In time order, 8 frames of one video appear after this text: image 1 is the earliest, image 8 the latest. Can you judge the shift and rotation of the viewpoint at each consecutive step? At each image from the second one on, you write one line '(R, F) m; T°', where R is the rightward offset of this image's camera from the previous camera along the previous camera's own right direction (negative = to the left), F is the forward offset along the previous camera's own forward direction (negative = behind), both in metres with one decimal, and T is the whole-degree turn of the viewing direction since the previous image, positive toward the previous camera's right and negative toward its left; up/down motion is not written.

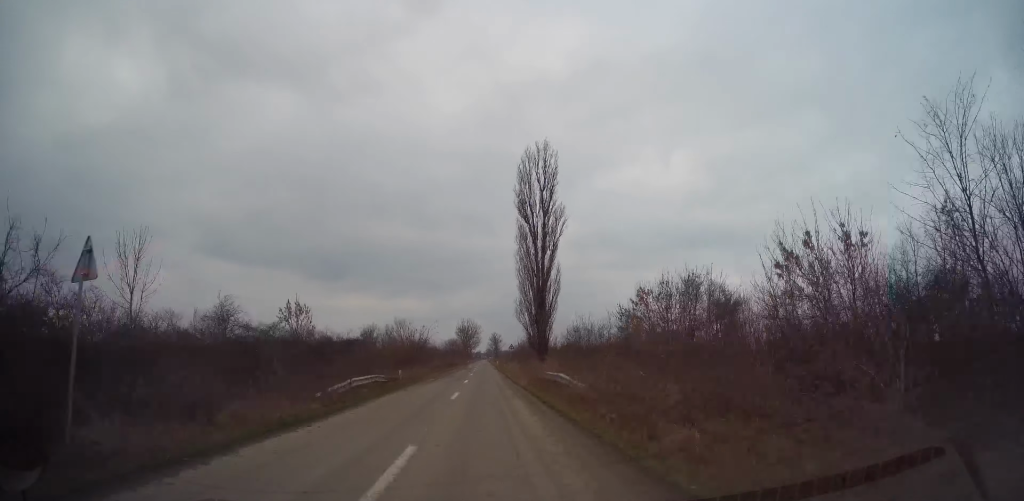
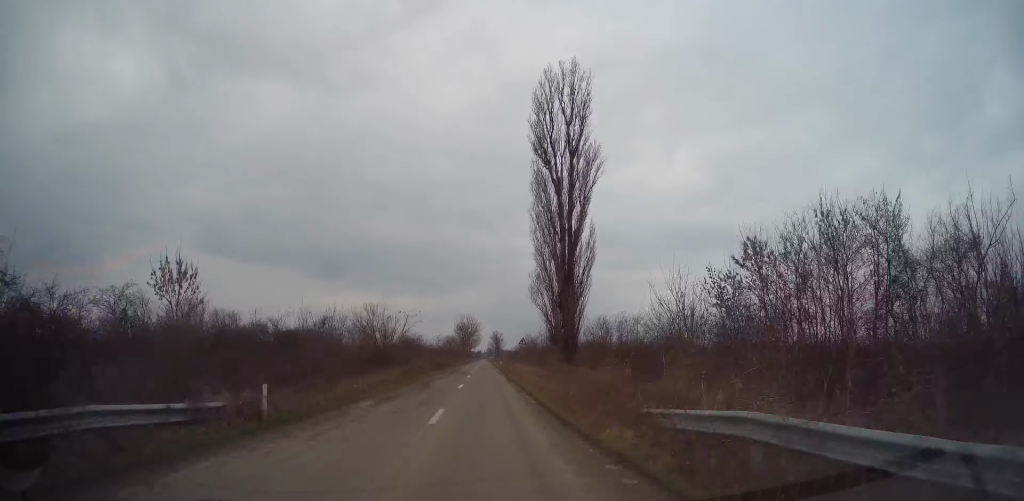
(0.0, +17.9) m; +1°
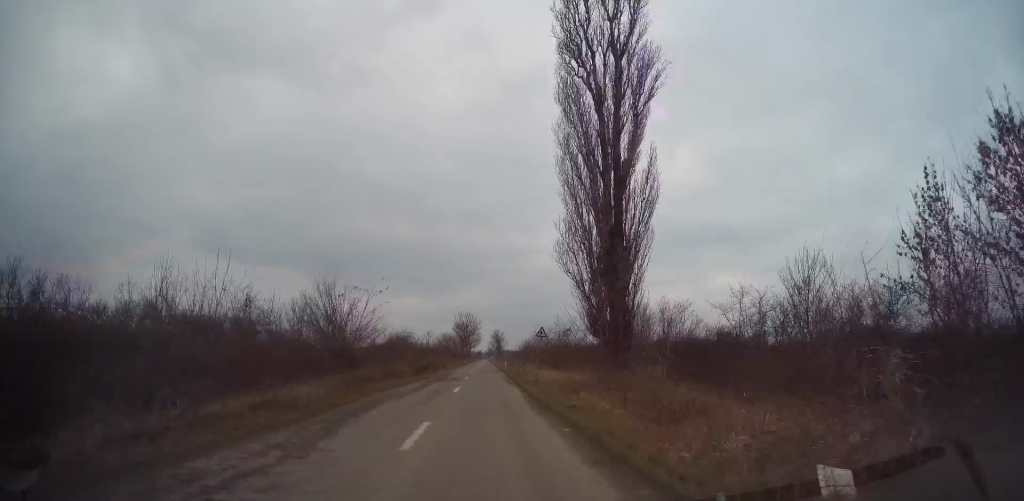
(+0.4, +14.9) m; 0°
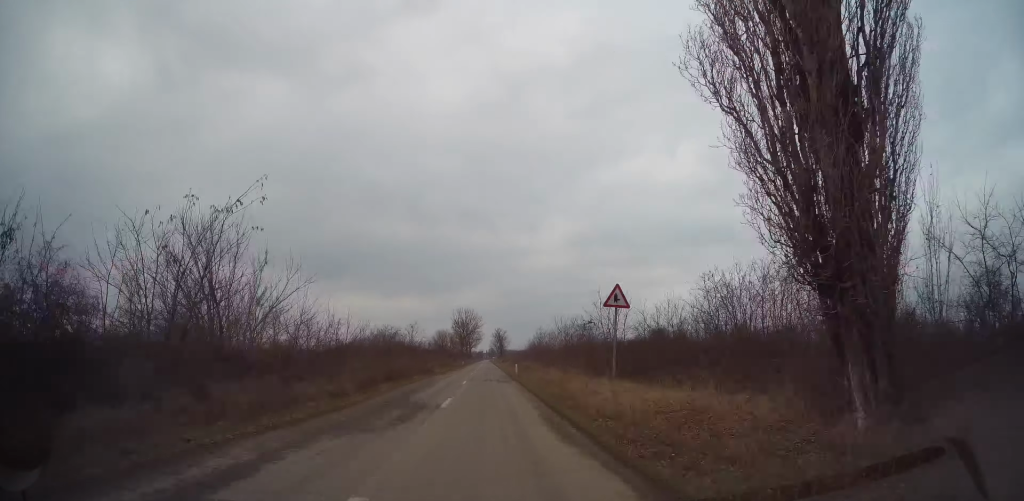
(-0.2, +17.3) m; 0°
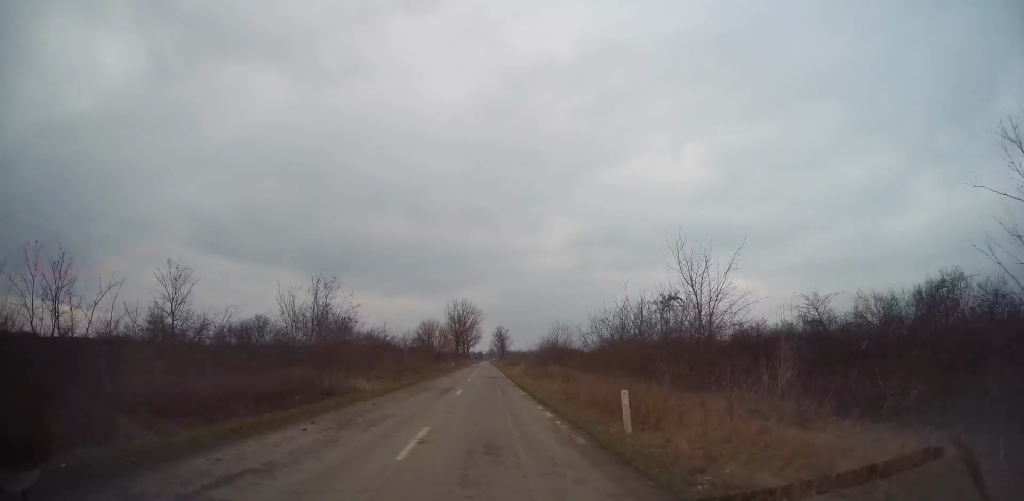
(-0.1, +30.6) m; -1°
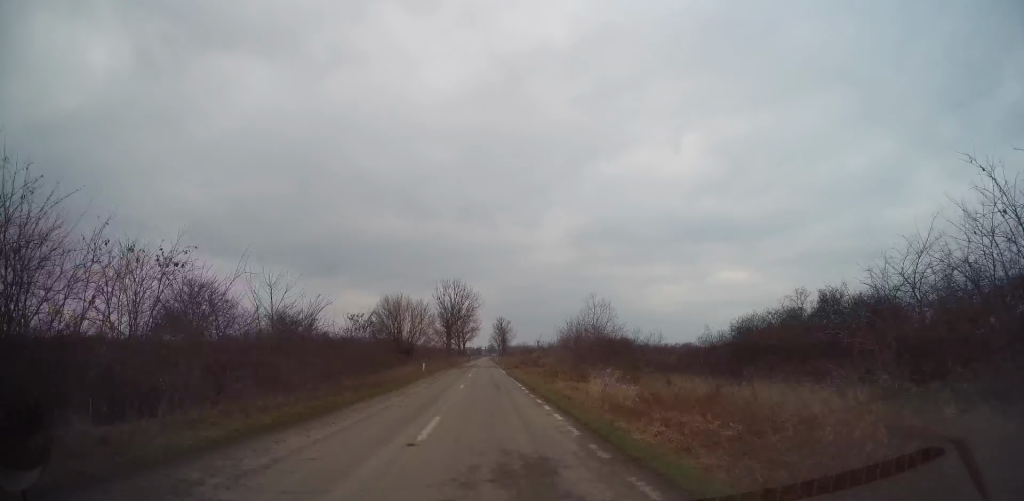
(-0.5, +33.7) m; 0°
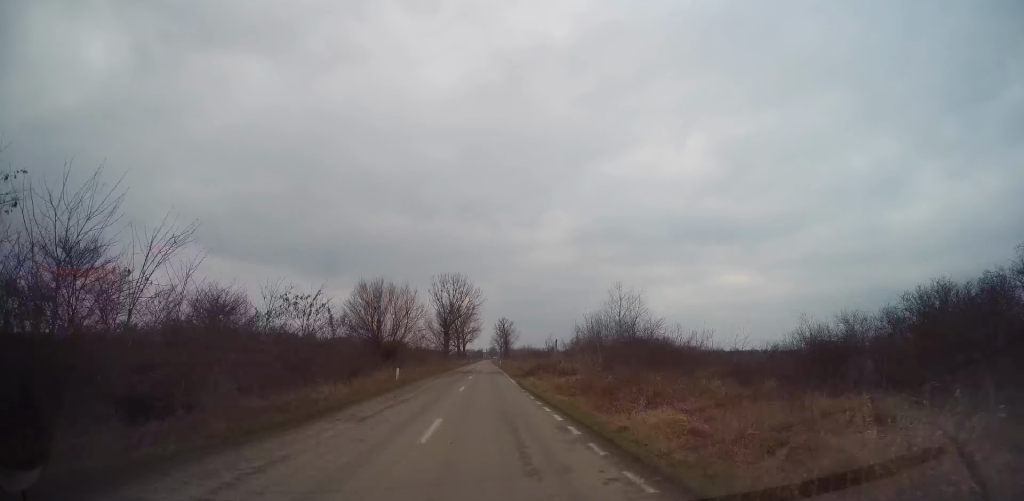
(+0.2, +11.8) m; +1°
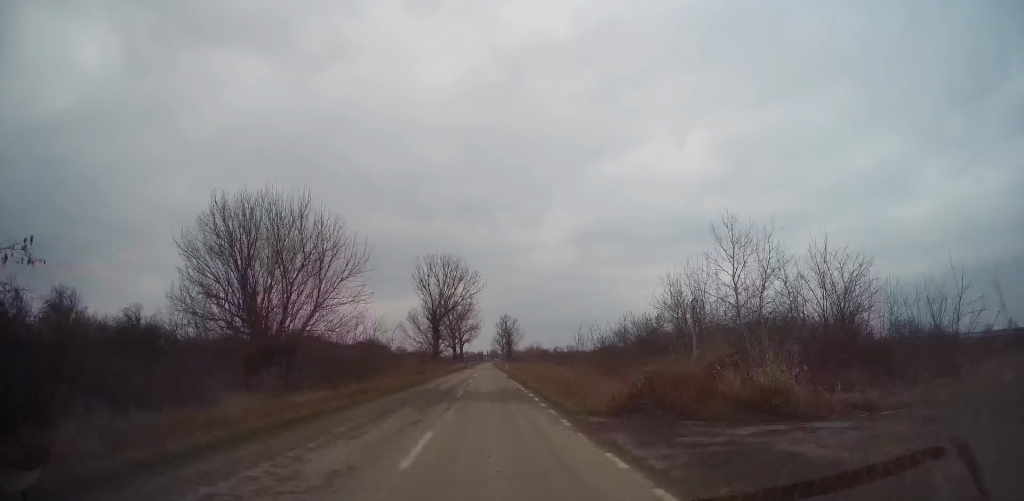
(+0.4, +25.1) m; 0°
